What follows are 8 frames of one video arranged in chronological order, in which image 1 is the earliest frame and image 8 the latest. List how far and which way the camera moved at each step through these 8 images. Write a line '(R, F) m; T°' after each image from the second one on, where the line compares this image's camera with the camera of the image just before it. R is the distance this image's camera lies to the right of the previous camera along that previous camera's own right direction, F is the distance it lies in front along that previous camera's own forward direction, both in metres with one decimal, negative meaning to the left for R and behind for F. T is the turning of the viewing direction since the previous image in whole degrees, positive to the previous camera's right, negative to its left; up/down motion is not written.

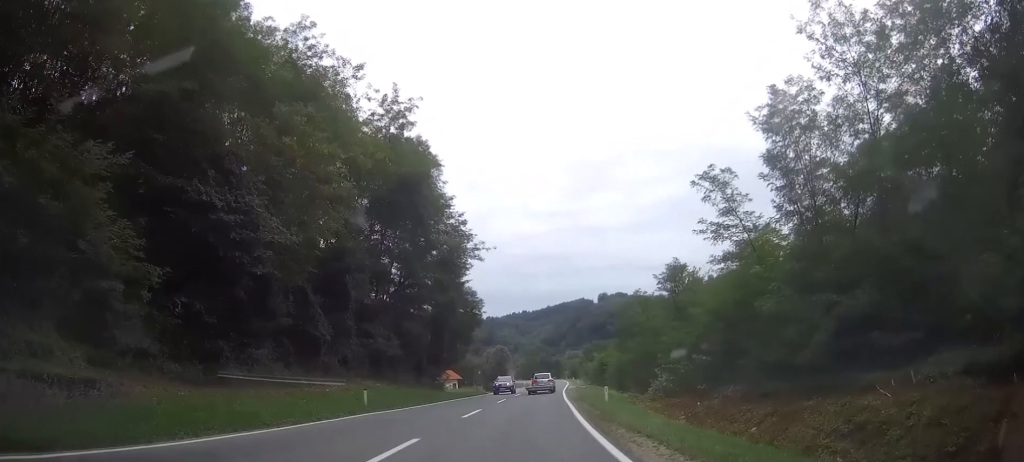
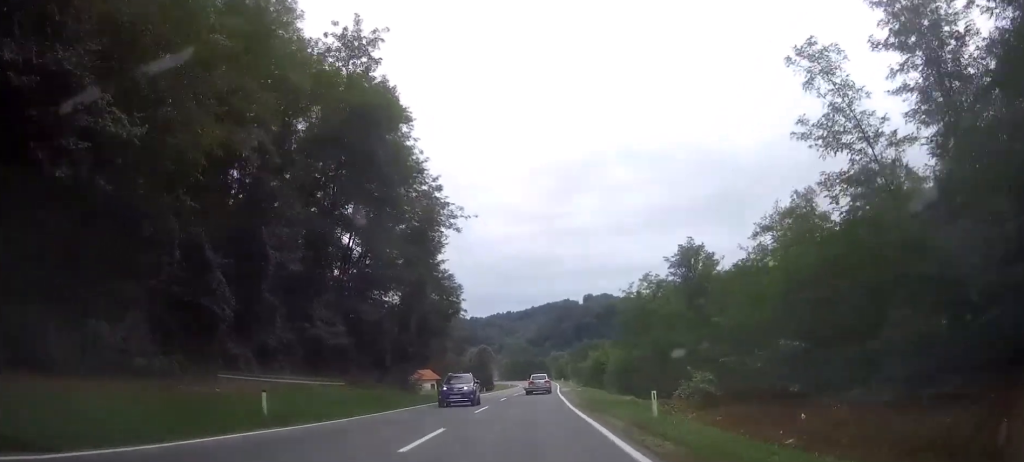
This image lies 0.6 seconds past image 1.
(0.0, +11.6) m; +1°
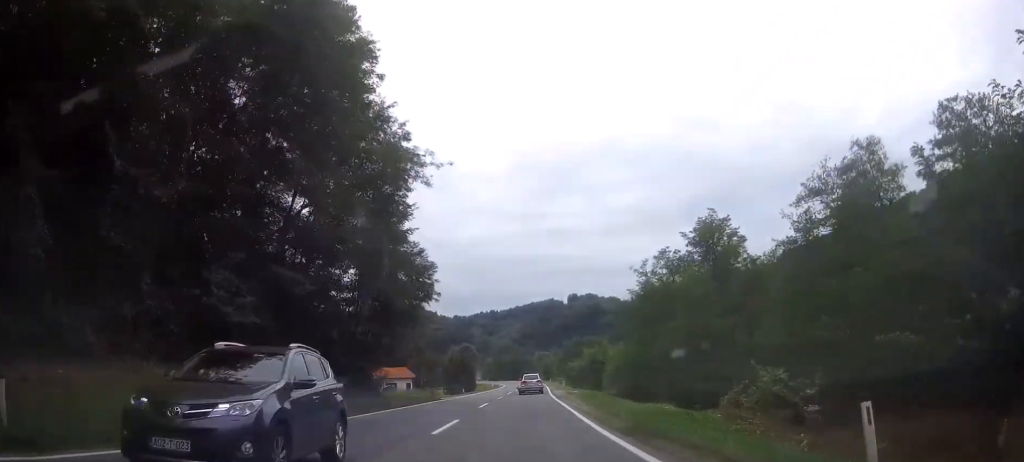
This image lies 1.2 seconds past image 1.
(+0.1, +11.1) m; +1°
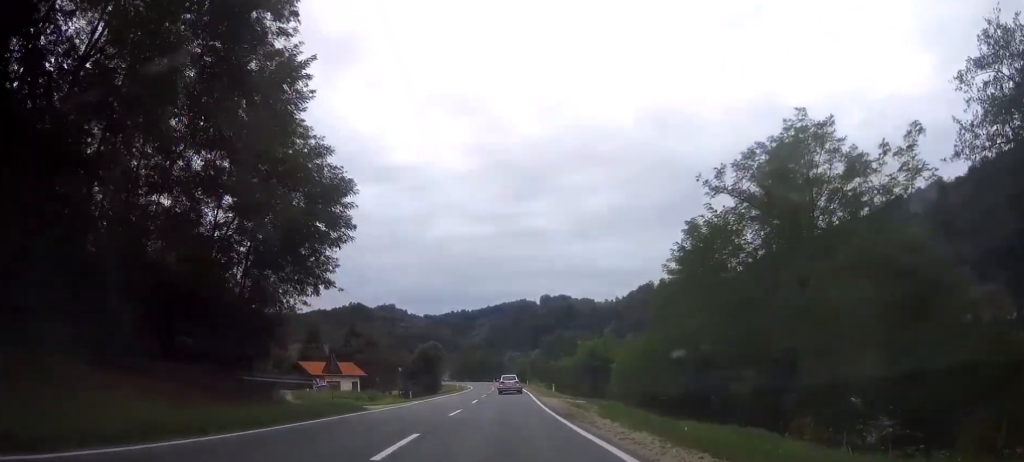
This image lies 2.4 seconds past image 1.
(+0.5, +21.1) m; +2°
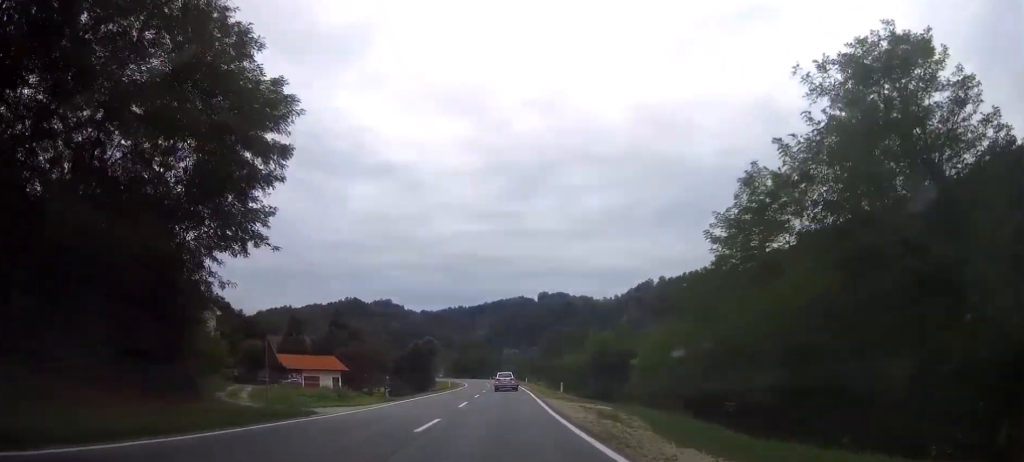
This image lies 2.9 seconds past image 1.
(0.0, +9.3) m; 0°
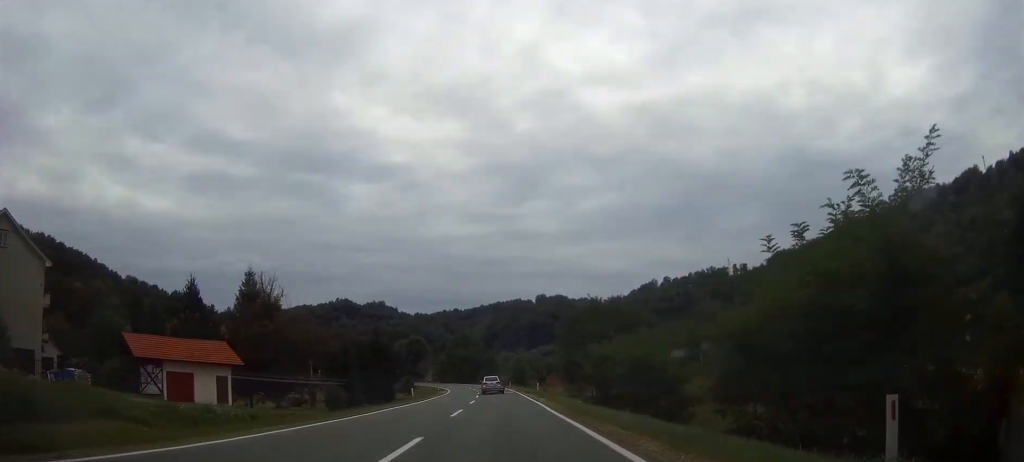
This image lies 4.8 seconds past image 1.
(+0.2, +35.3) m; +1°
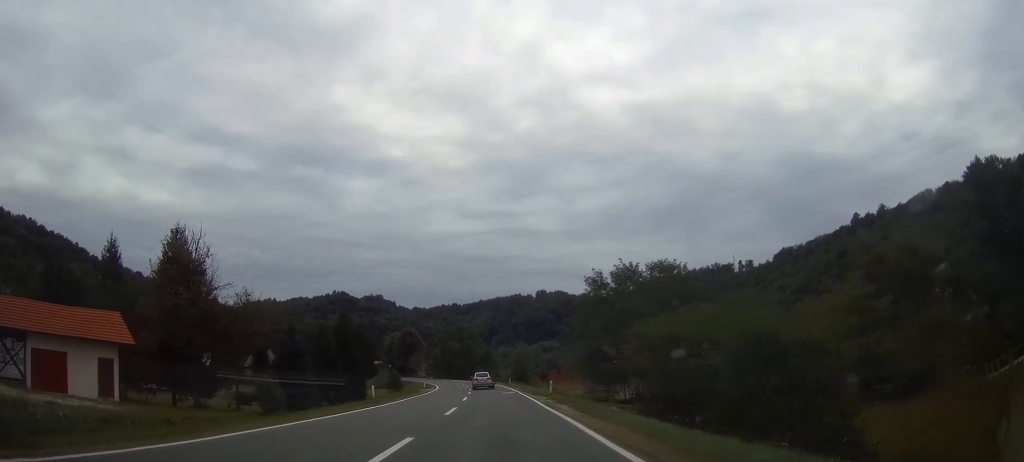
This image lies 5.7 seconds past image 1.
(+0.1, +16.7) m; 0°
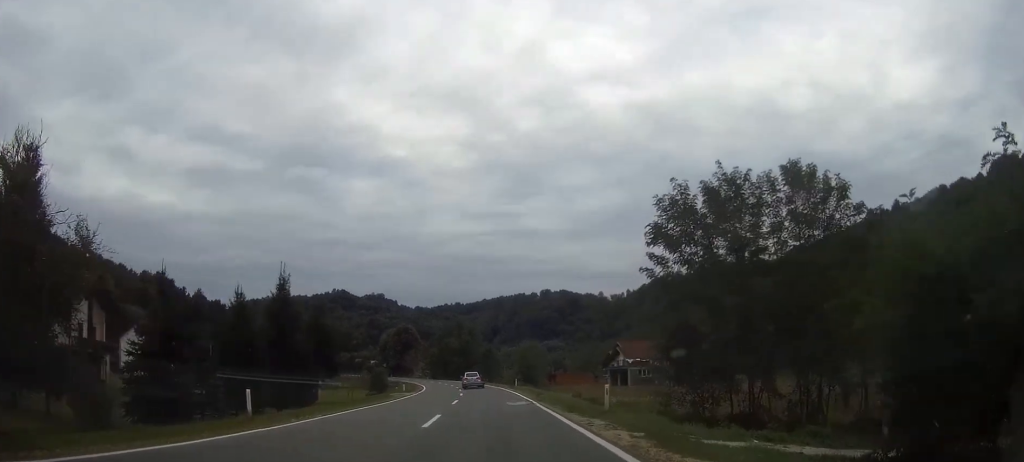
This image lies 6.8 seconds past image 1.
(0.0, +20.5) m; 0°
